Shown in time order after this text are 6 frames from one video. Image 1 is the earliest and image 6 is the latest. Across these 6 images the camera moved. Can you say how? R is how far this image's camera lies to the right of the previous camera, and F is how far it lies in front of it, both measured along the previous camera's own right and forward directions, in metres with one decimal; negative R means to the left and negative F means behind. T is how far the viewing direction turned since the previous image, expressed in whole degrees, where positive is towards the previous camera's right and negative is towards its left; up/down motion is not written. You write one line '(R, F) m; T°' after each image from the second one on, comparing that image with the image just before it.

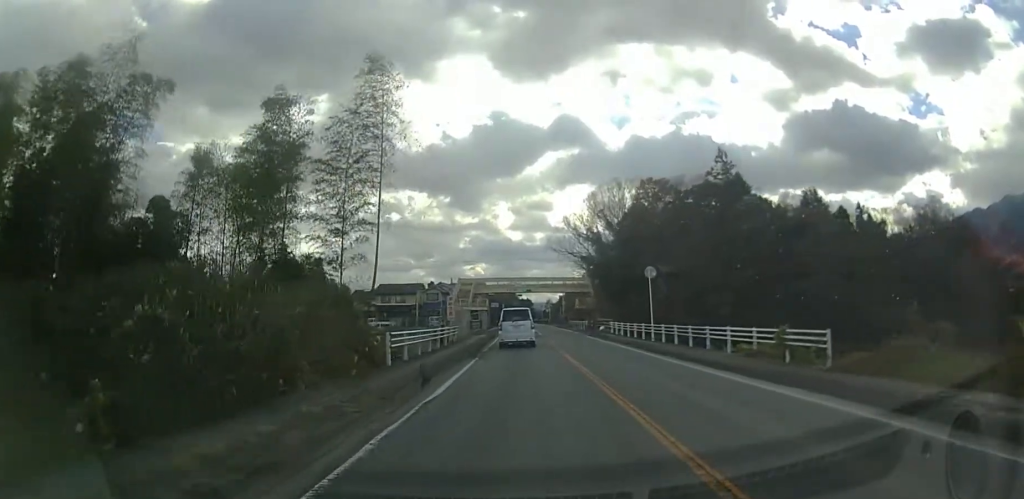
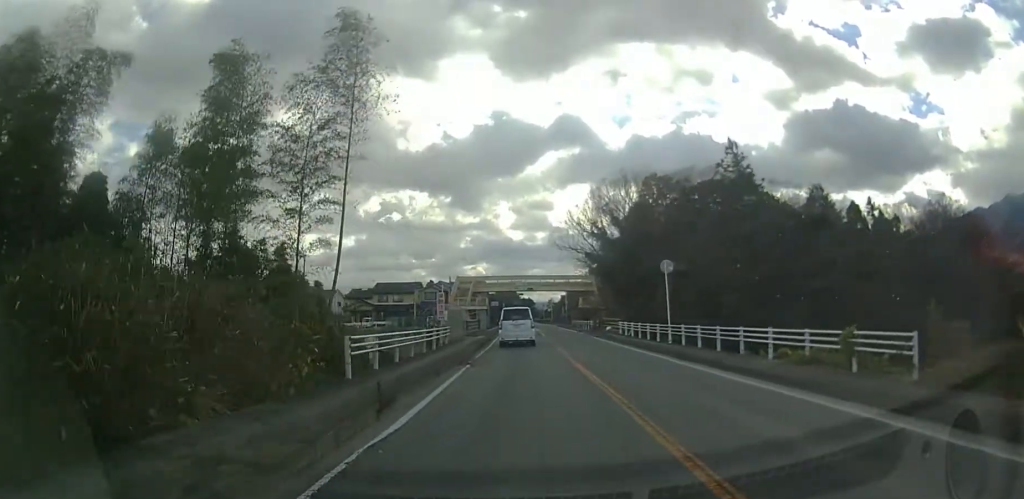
(0.0, +2.7) m; 0°
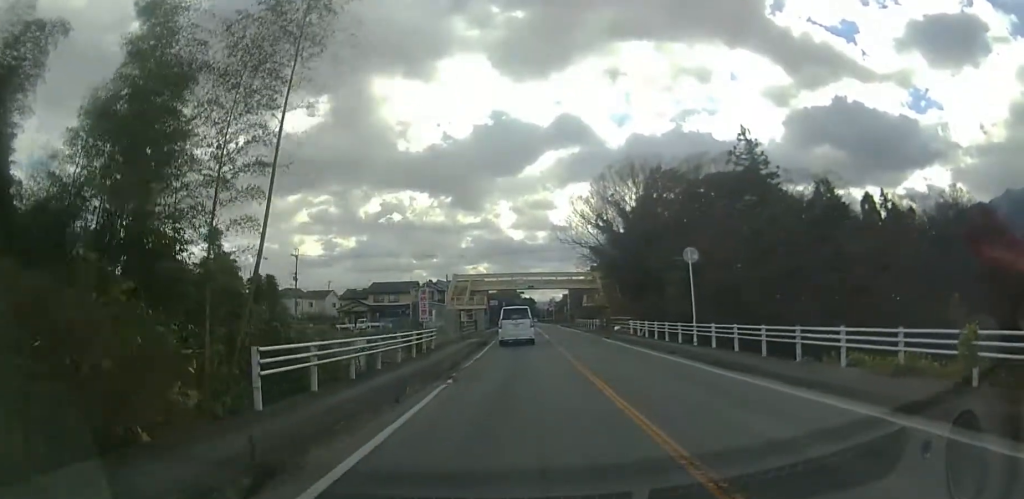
(0.0, +3.4) m; 0°
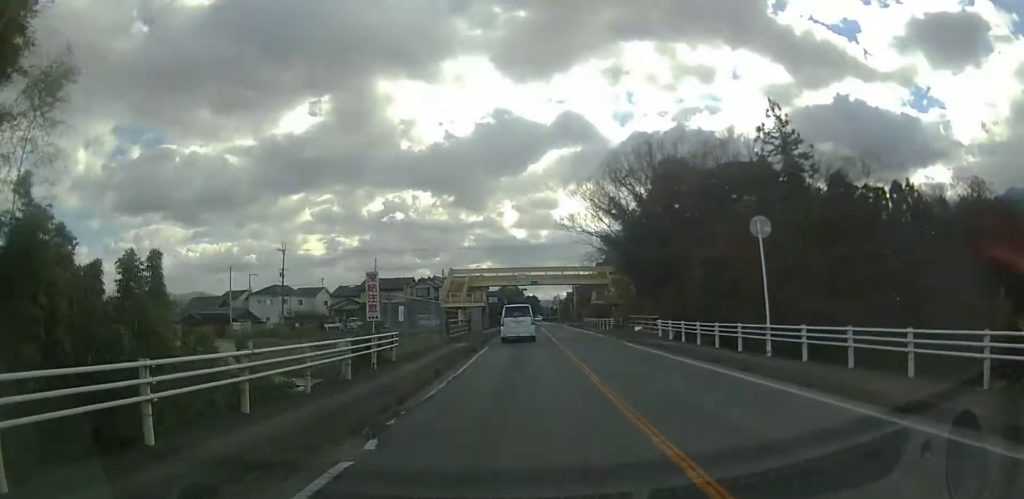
(0.0, +5.9) m; 0°
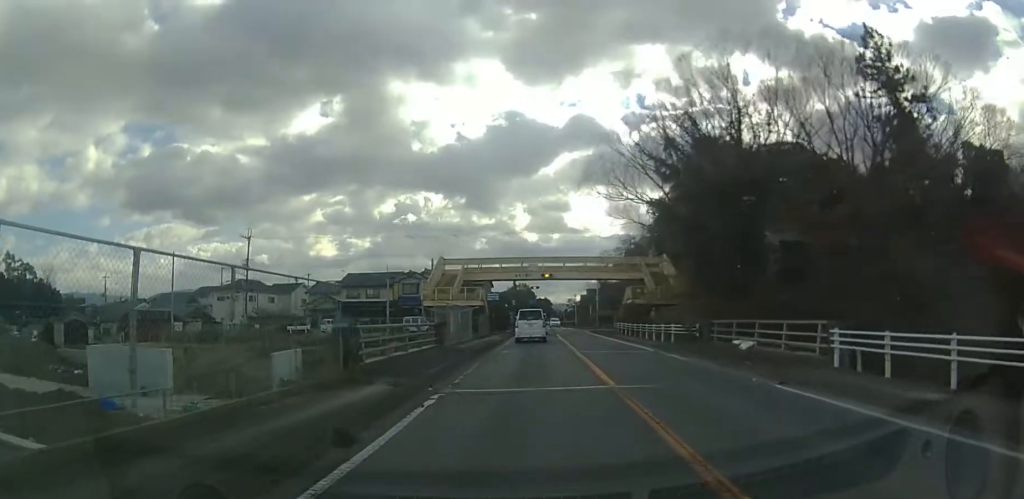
(-0.1, +14.8) m; 0°
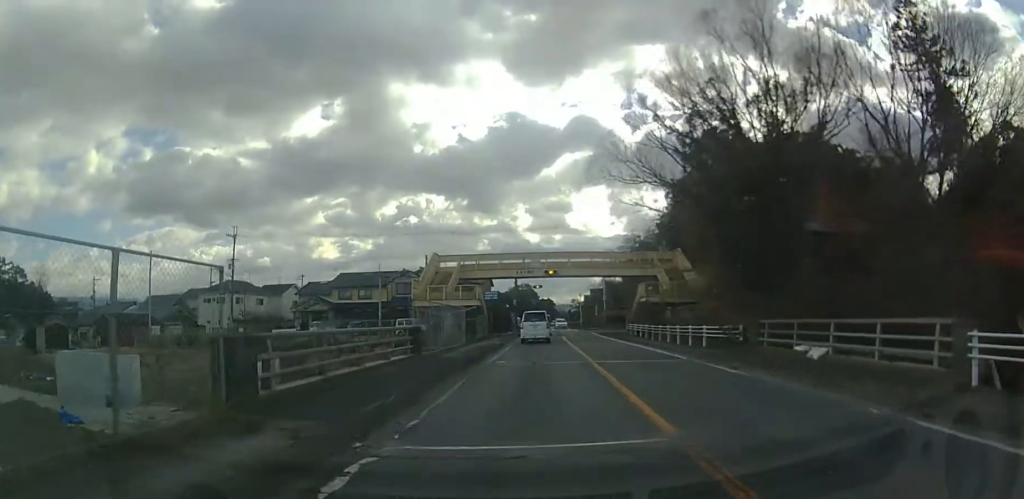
(0.0, +4.5) m; 0°
